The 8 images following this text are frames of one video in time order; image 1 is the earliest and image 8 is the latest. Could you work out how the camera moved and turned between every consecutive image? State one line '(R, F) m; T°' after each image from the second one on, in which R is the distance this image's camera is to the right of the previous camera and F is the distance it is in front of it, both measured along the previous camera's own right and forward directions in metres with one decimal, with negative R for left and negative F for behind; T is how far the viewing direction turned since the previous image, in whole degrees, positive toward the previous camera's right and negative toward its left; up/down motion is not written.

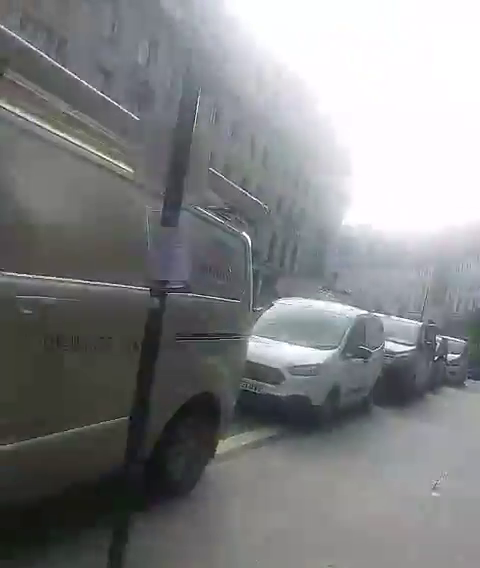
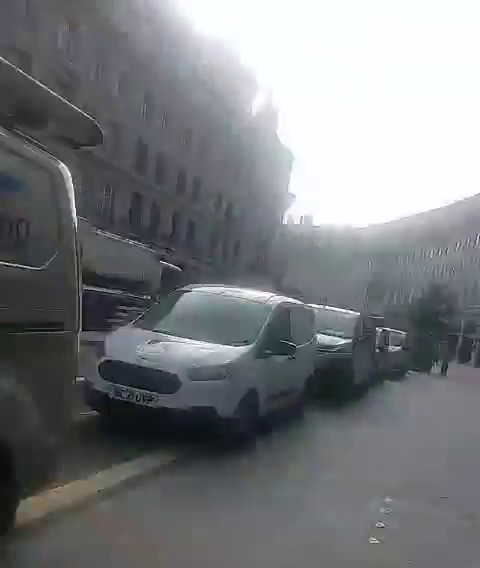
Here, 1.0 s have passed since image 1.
(0.0, +1.6) m; +1°
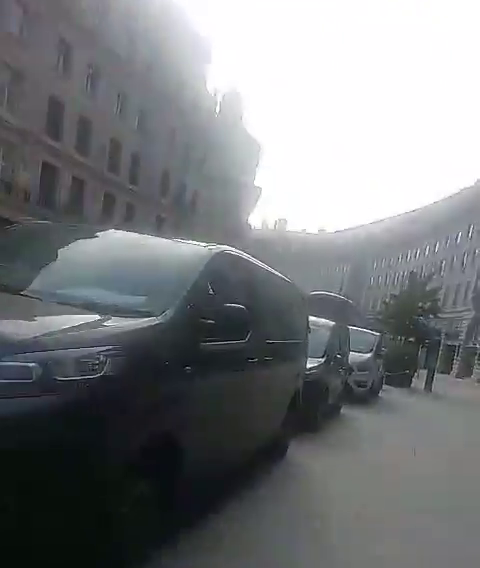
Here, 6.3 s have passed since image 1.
(+0.4, +8.1) m; +3°
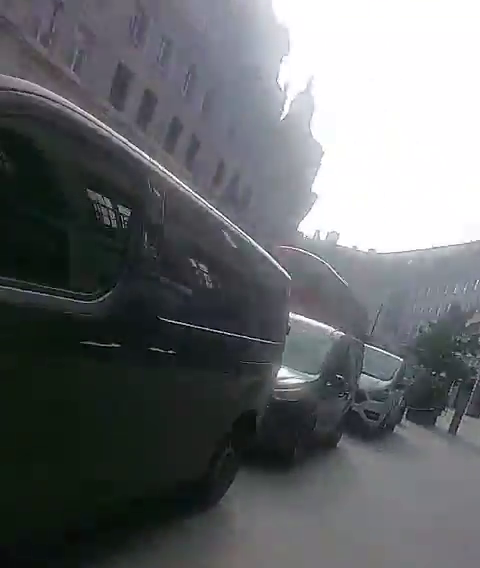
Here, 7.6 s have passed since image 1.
(+0.1, +2.0) m; 0°
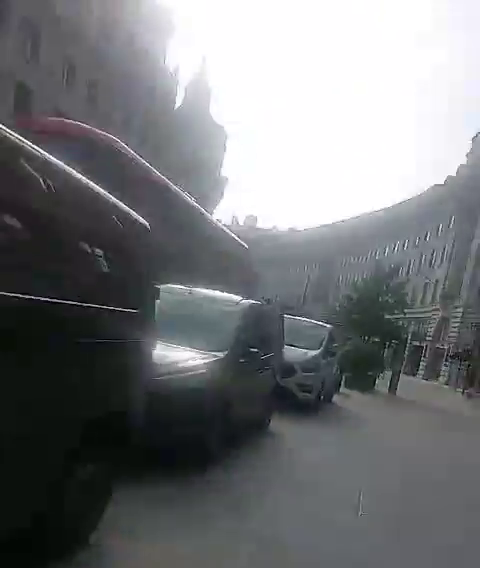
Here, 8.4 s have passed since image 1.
(0.0, +1.1) m; +1°
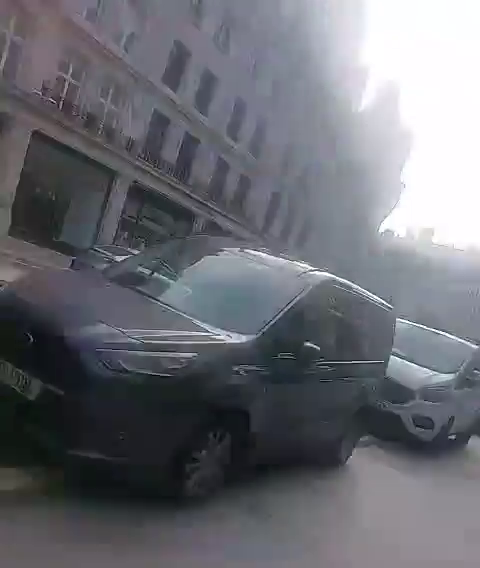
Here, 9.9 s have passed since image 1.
(-0.1, +2.1) m; +3°
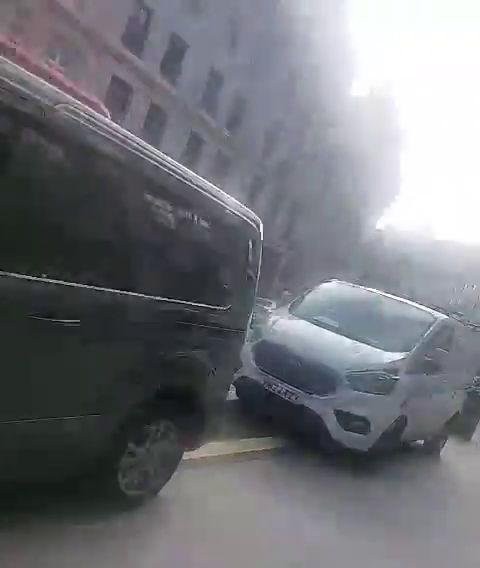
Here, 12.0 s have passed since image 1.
(+0.3, +3.1) m; +3°
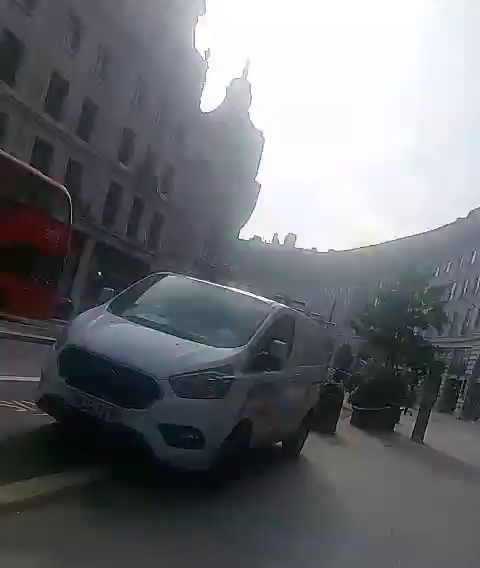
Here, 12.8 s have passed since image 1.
(-0.1, +1.2) m; 0°
